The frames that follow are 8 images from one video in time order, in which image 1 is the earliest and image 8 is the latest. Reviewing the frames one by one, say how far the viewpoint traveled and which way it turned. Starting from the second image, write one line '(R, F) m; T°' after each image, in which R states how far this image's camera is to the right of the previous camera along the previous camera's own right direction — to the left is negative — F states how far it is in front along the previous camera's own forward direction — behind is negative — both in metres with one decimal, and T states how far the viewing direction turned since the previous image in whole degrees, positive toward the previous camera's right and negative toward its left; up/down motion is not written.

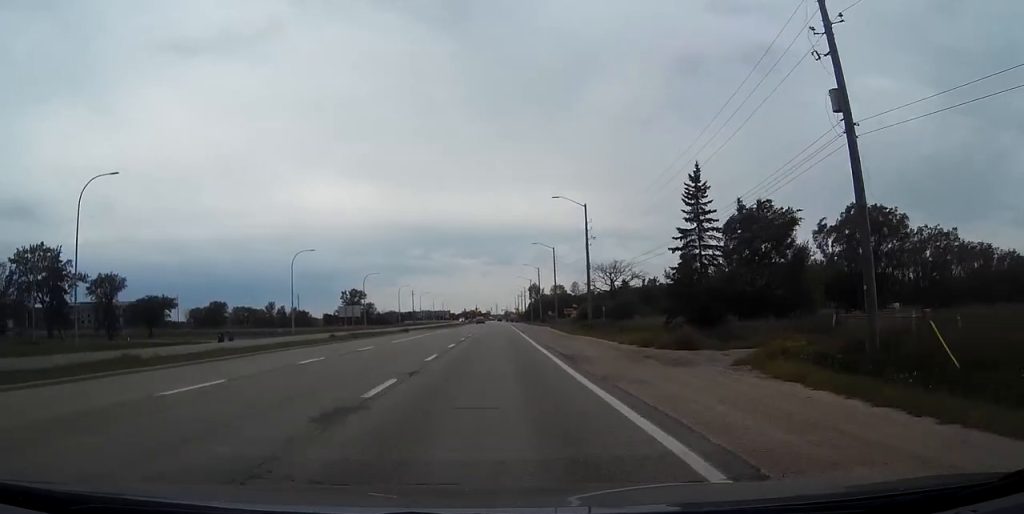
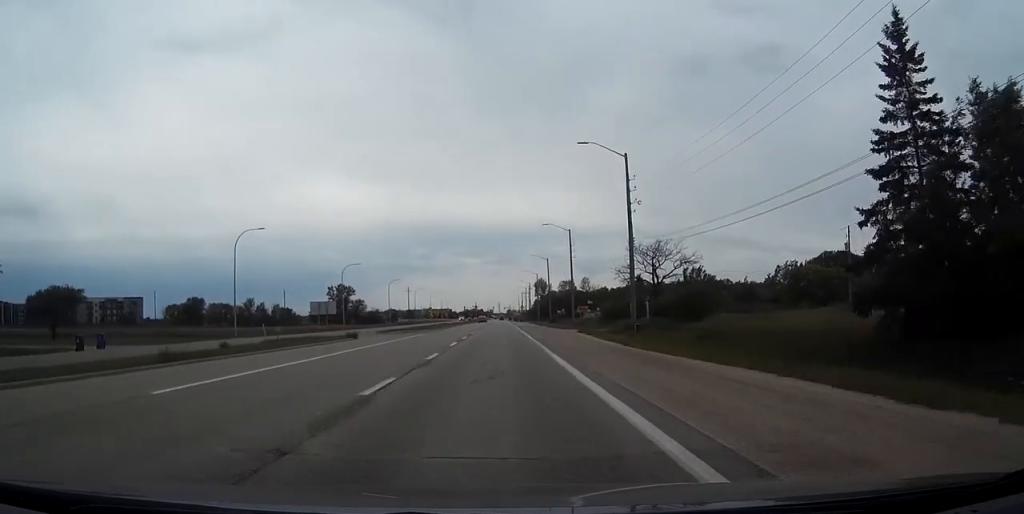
(+0.4, +27.3) m; 0°
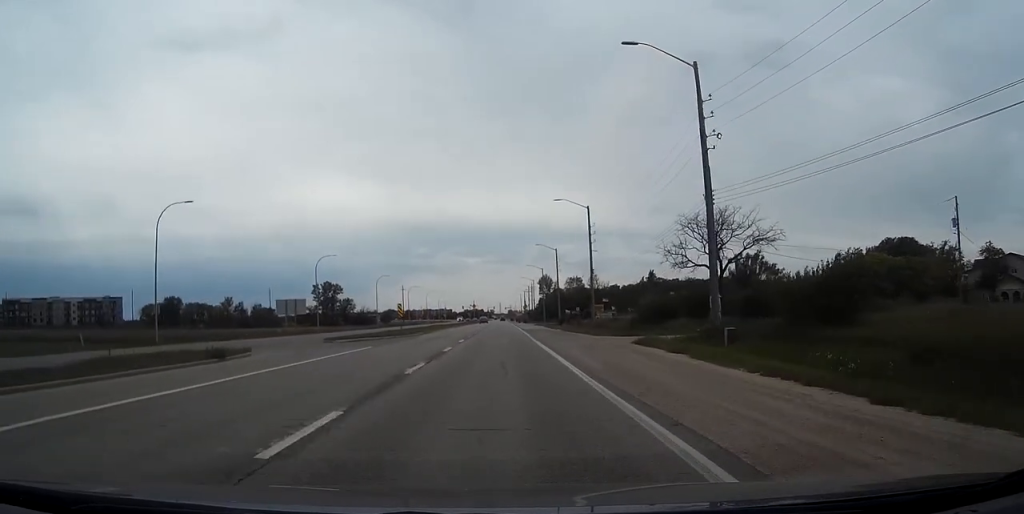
(-0.2, +22.7) m; 0°
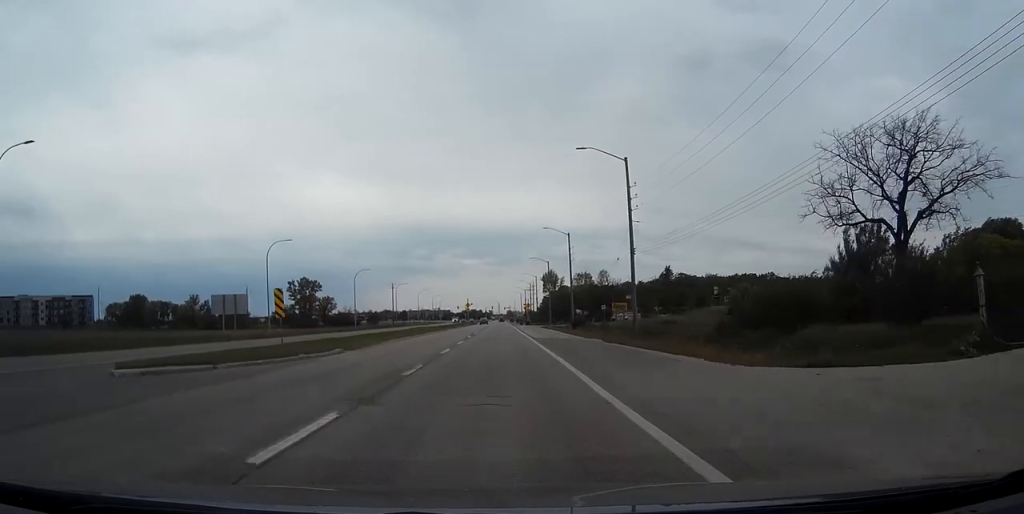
(+0.7, +27.6) m; +3°
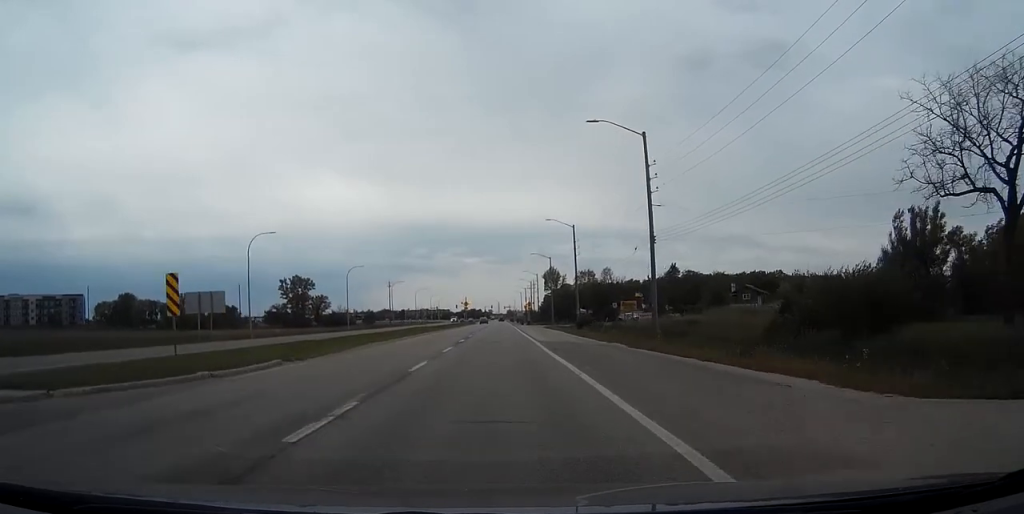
(+0.1, +8.0) m; -1°
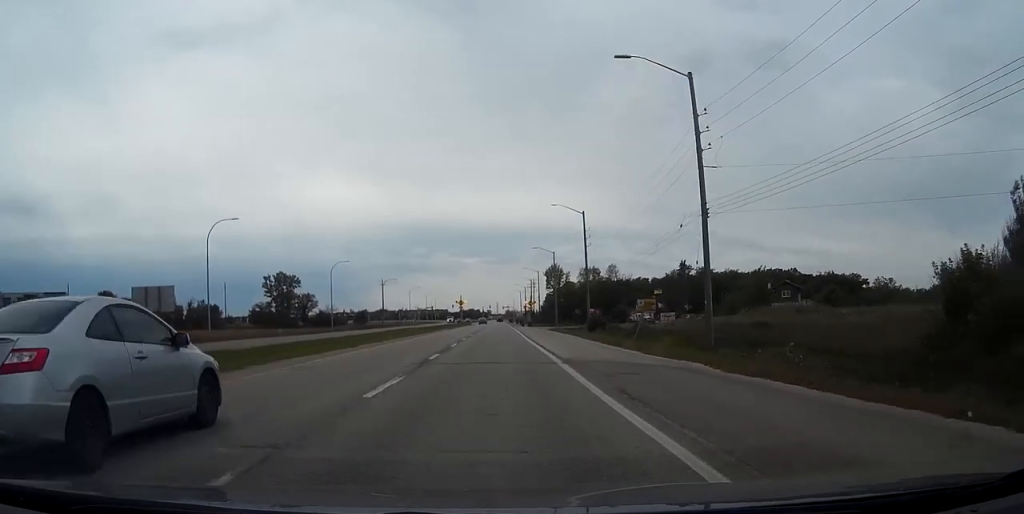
(-0.2, +13.8) m; -1°
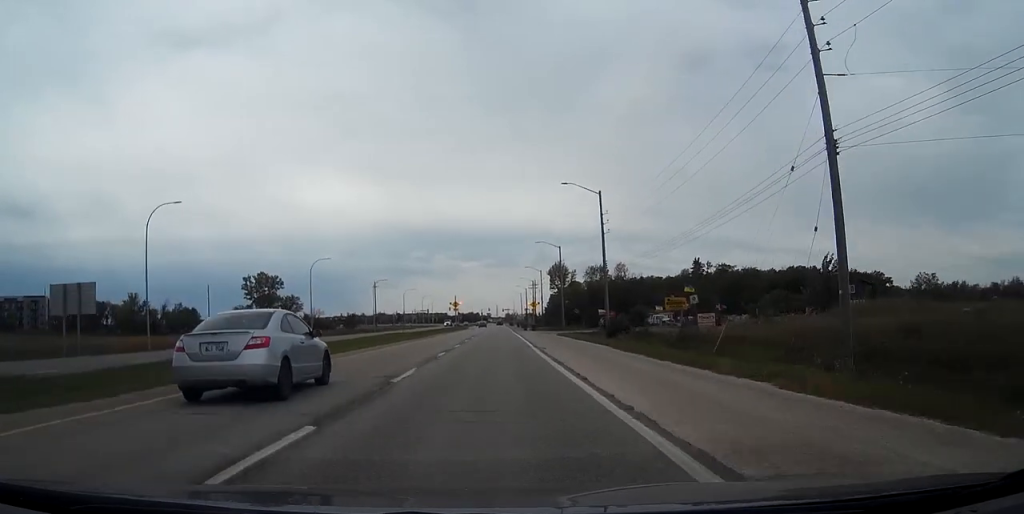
(-0.2, +15.8) m; -1°
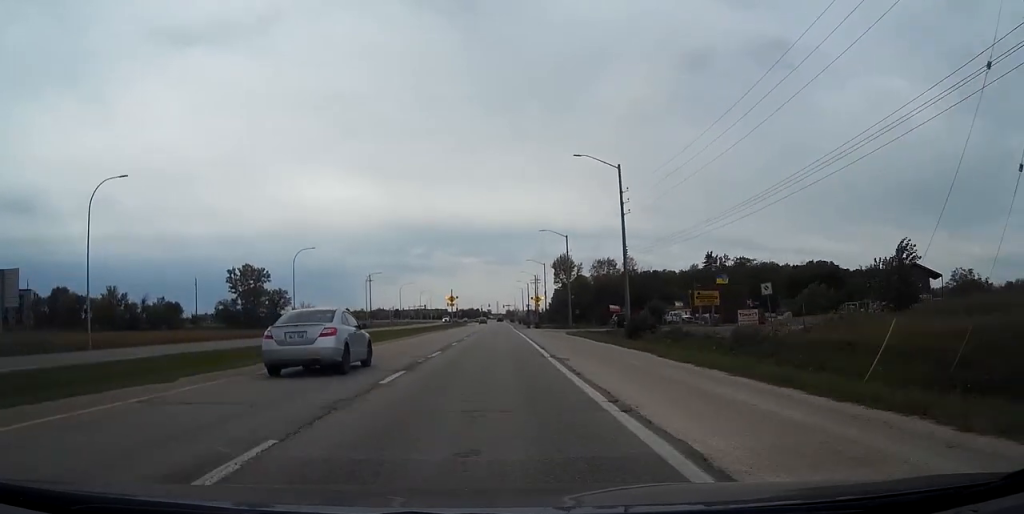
(+0.2, +11.5) m; 0°
